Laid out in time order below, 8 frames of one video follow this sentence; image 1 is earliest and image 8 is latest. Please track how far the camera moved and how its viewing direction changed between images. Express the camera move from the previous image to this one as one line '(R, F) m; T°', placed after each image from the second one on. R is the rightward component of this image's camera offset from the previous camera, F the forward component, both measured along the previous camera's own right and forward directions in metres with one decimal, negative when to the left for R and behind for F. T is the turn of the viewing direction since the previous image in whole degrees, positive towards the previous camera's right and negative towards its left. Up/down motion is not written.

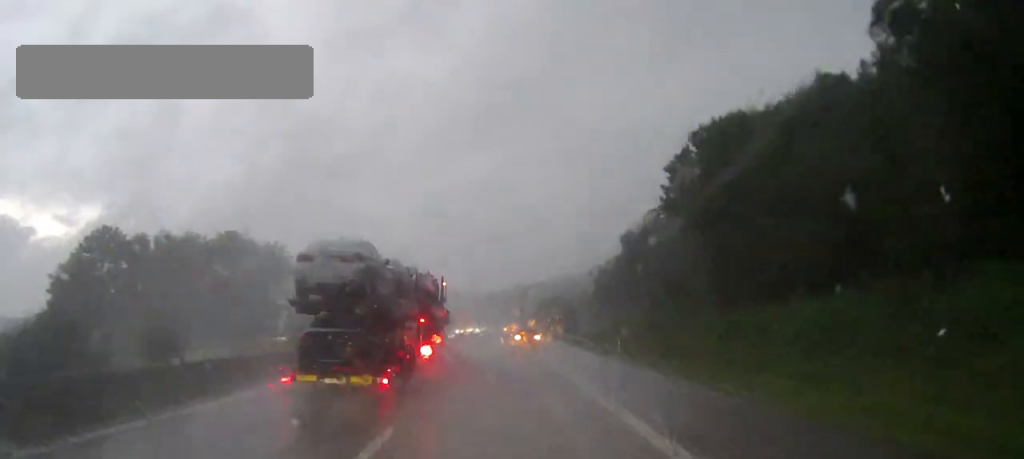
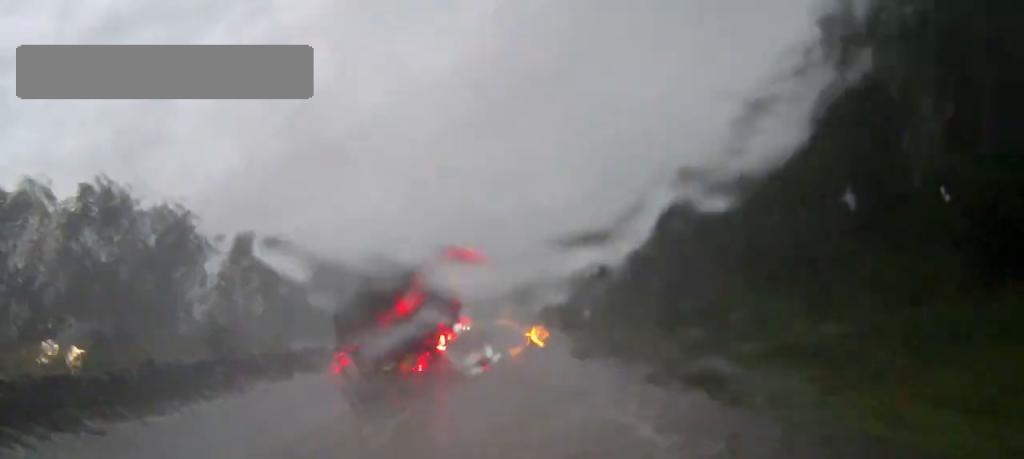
(0.0, +32.4) m; 0°
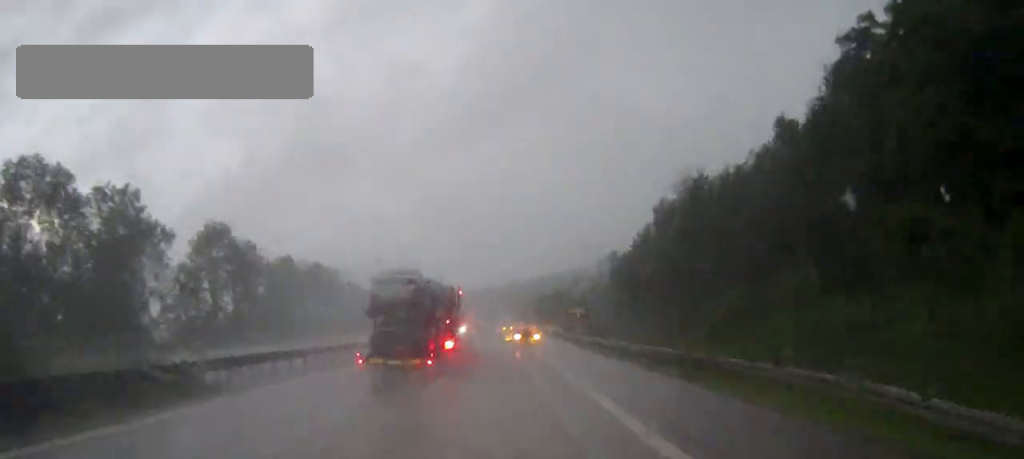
(0.0, +11.4) m; 0°
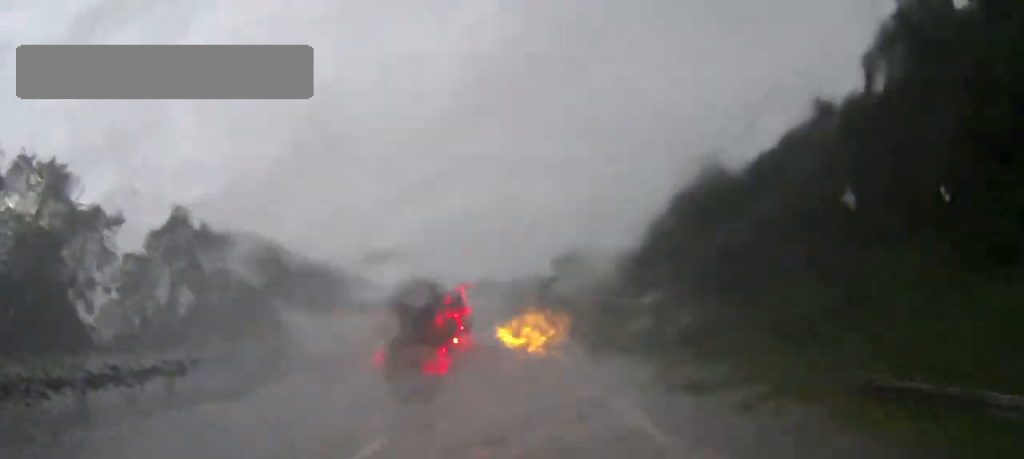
(0.0, +12.1) m; 0°
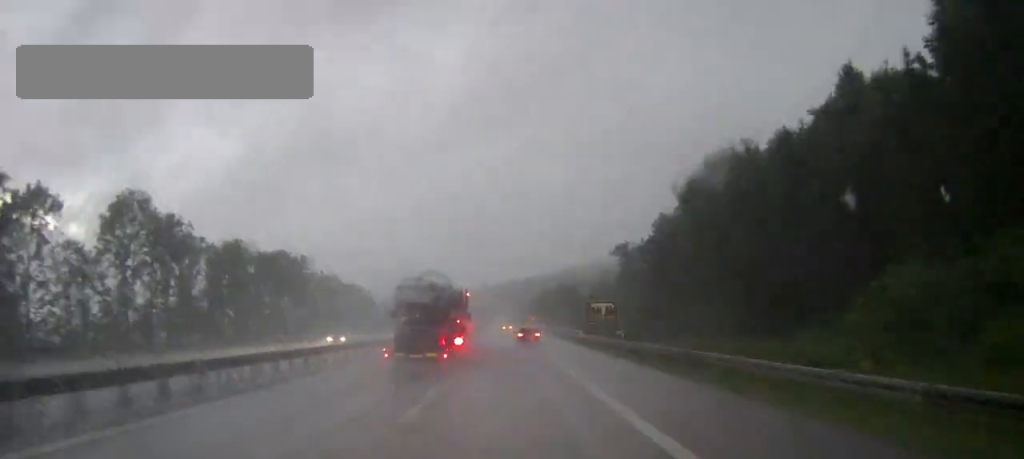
(0.0, +10.5) m; 0°
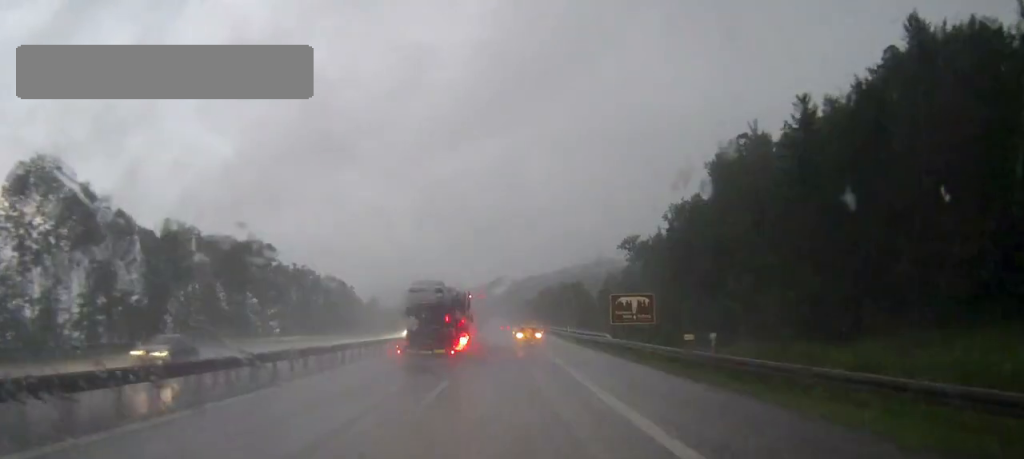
(0.0, +16.4) m; 0°
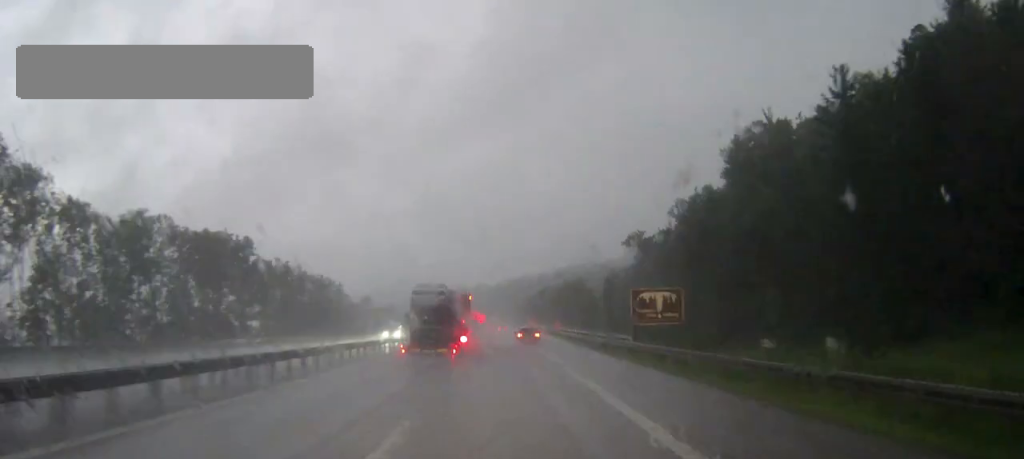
(0.0, +8.3) m; 0°
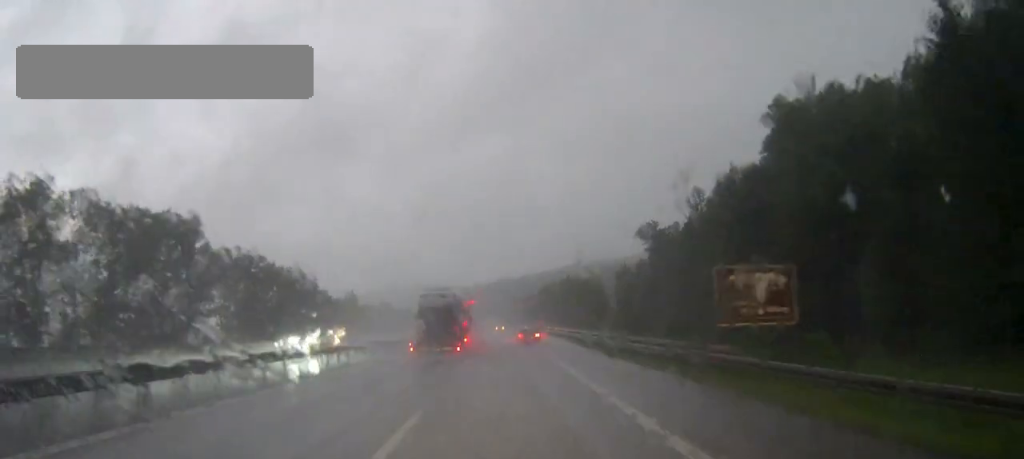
(+0.1, +16.7) m; 0°
